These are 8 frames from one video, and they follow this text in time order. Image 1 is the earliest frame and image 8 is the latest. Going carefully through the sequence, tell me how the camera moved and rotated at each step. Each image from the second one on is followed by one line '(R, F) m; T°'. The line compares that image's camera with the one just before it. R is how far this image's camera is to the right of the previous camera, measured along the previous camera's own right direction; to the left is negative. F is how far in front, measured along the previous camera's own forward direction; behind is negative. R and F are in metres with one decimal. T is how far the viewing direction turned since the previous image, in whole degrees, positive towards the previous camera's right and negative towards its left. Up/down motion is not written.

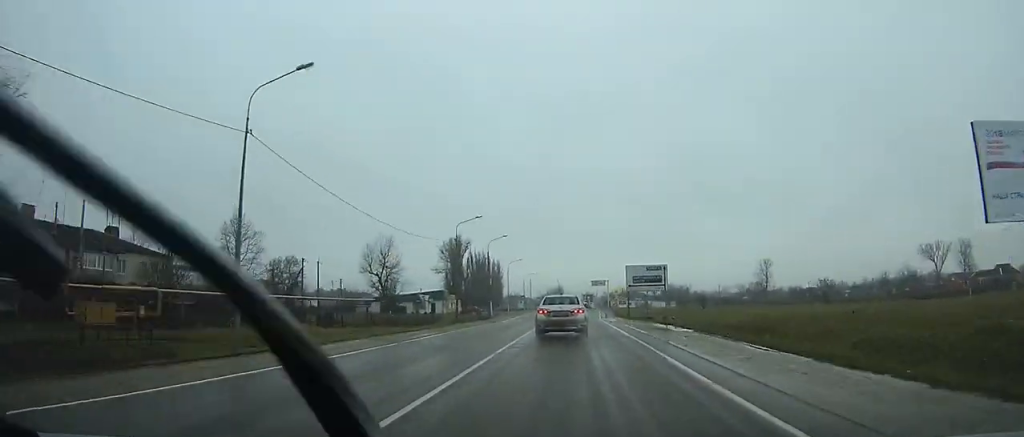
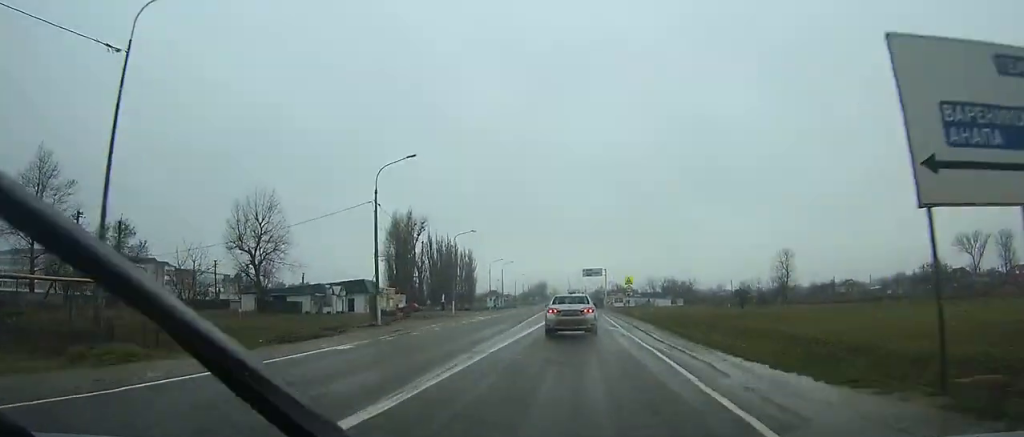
(+0.2, +42.2) m; +1°
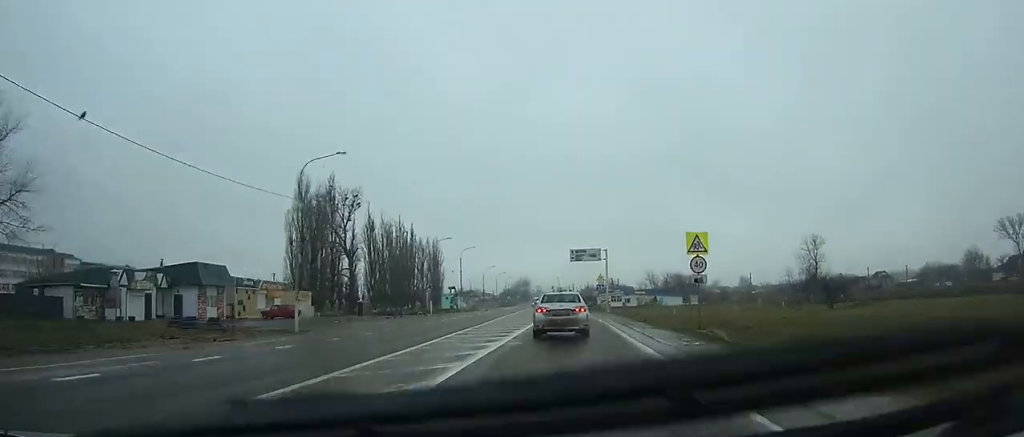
(+0.5, +37.4) m; +1°
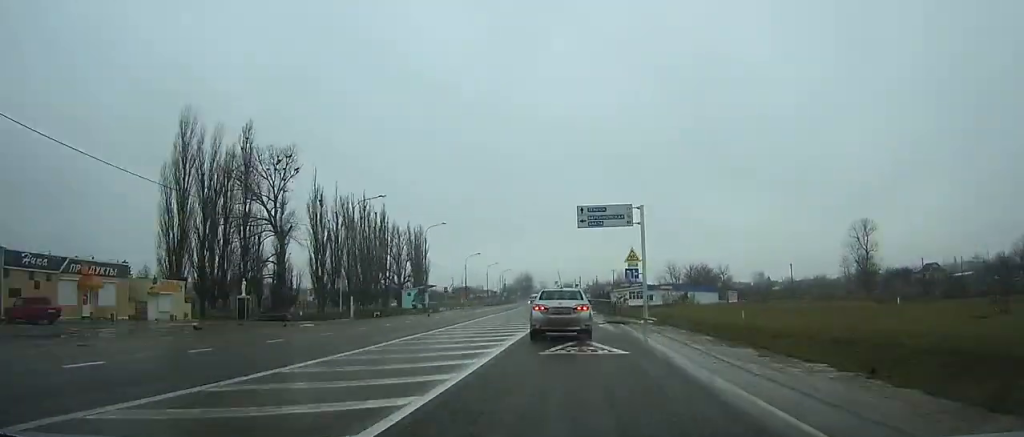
(0.0, +29.5) m; 0°
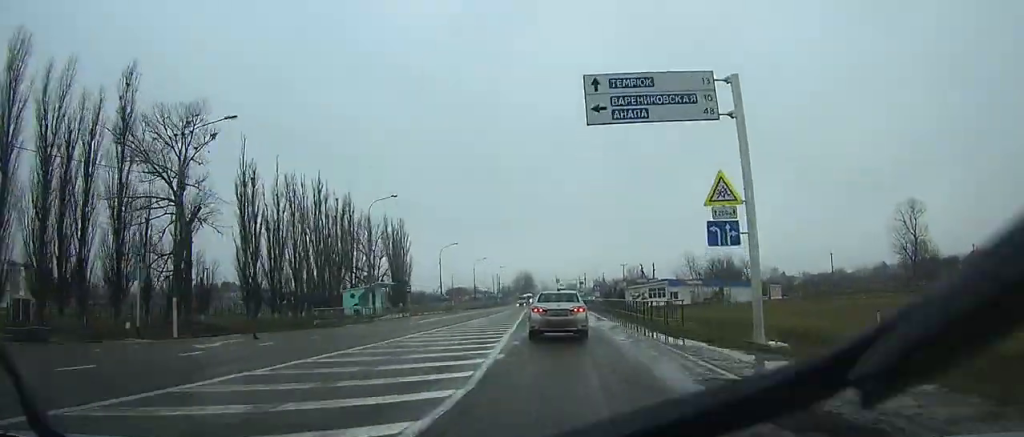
(-0.1, +24.8) m; 0°
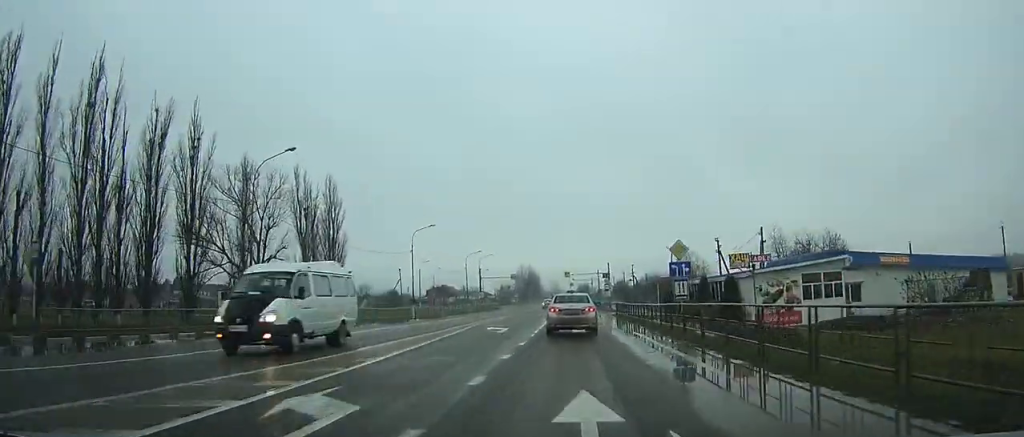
(-0.6, +58.8) m; -1°
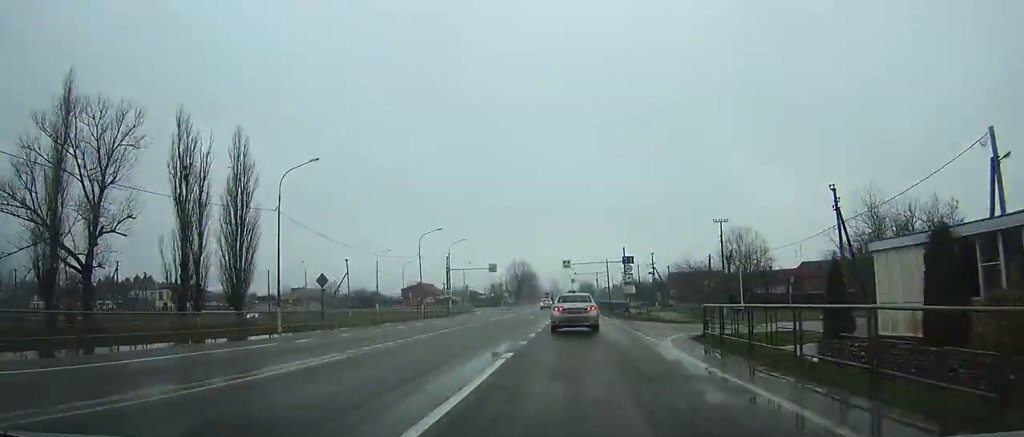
(-0.1, +32.1) m; -2°
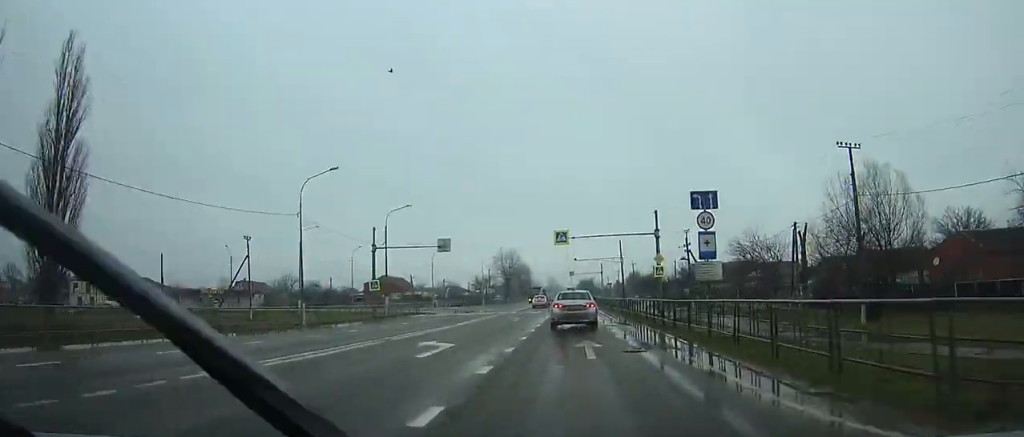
(-0.6, +32.5) m; 0°
